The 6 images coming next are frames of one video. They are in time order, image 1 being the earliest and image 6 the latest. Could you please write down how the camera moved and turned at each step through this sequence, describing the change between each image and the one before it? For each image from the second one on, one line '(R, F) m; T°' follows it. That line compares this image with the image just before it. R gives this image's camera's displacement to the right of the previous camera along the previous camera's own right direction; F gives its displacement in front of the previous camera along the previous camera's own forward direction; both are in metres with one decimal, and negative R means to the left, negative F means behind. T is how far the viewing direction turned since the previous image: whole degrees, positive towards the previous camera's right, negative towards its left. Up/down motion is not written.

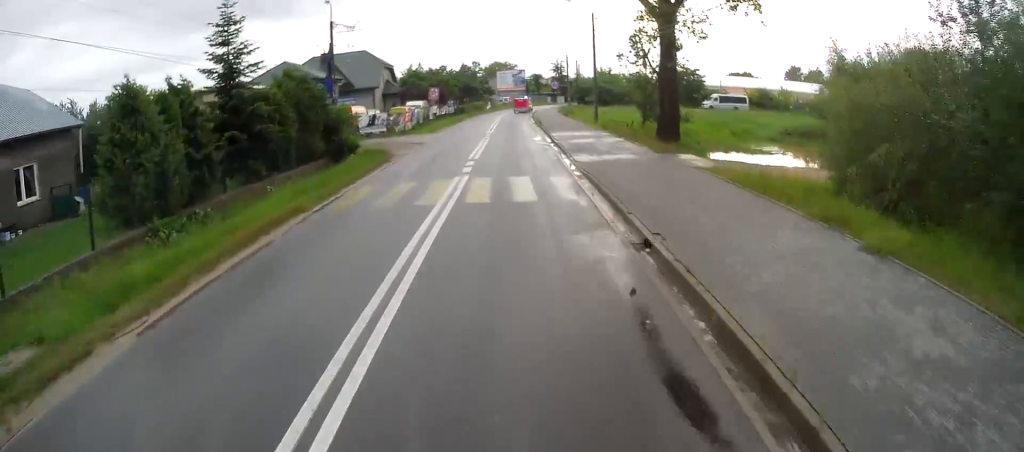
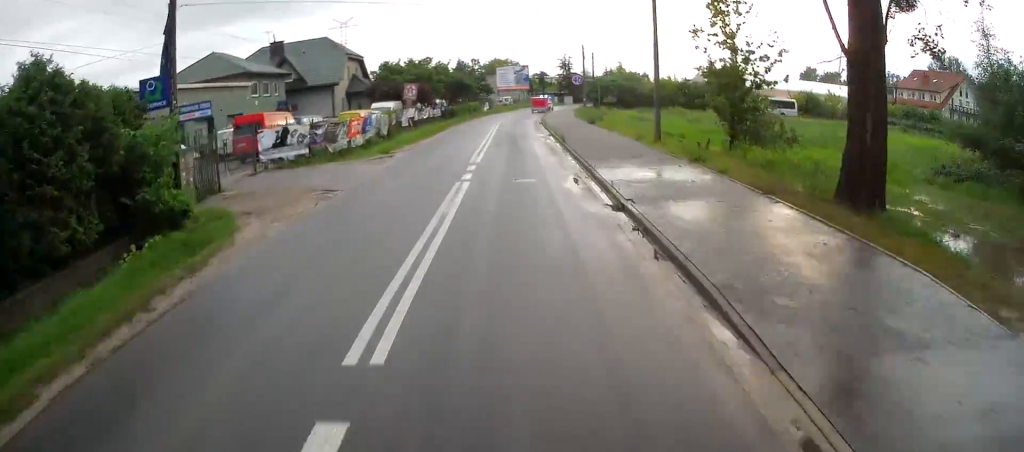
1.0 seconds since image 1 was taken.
(-0.2, +16.9) m; -1°
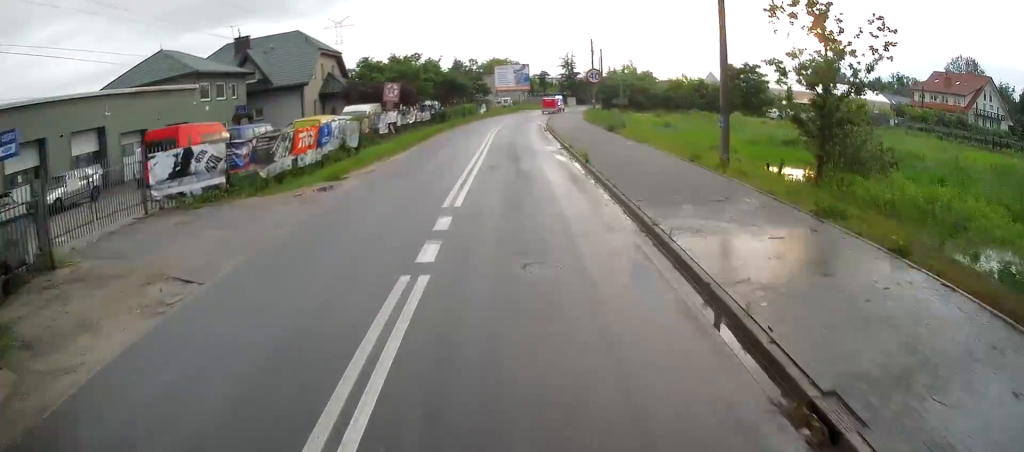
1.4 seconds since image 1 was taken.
(-0.2, +8.0) m; 0°
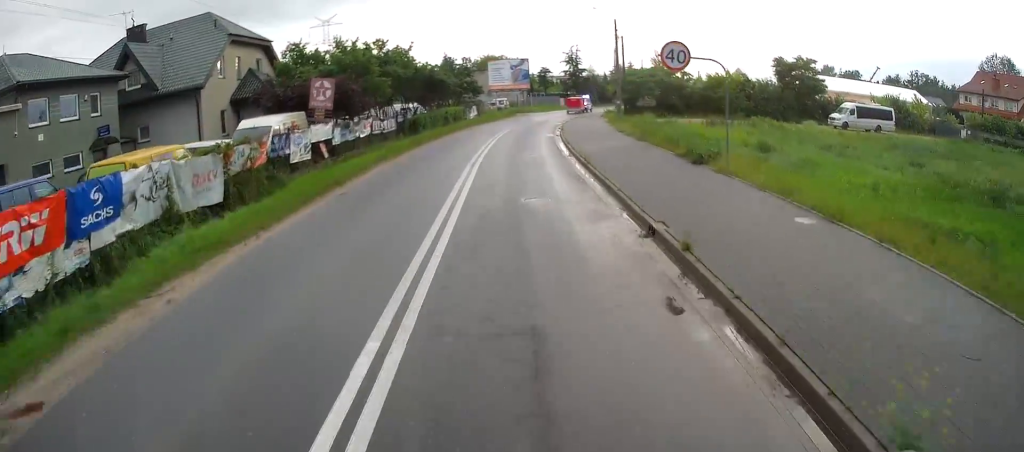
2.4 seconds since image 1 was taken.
(+0.4, +15.8) m; 0°
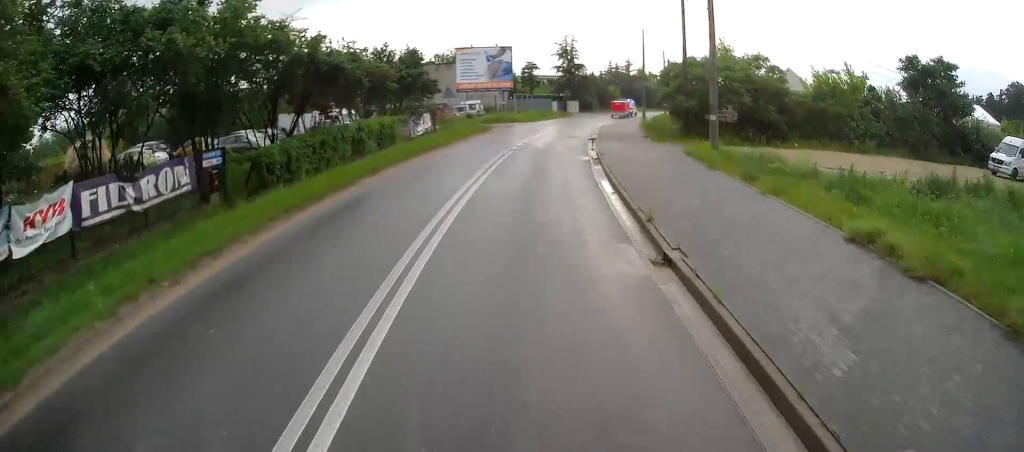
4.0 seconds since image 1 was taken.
(-0.2, +26.1) m; +1°
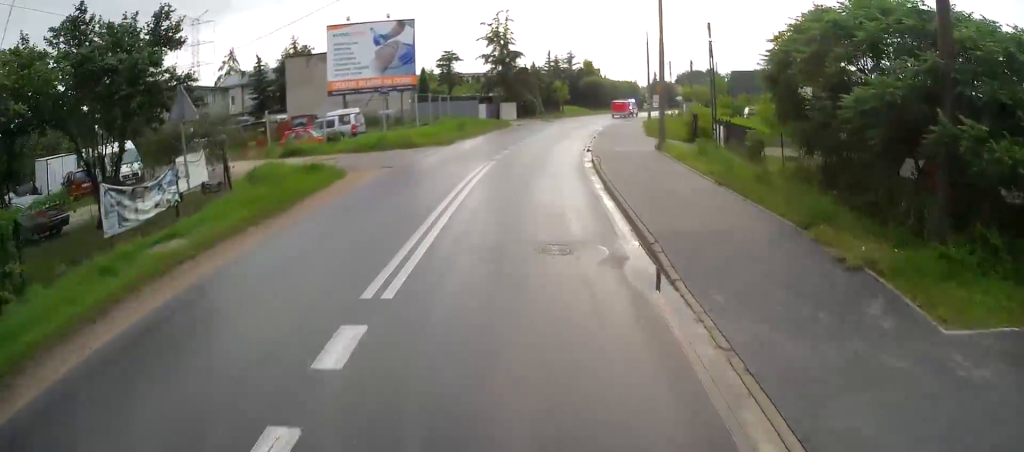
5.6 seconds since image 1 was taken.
(+0.7, +24.9) m; +6°
